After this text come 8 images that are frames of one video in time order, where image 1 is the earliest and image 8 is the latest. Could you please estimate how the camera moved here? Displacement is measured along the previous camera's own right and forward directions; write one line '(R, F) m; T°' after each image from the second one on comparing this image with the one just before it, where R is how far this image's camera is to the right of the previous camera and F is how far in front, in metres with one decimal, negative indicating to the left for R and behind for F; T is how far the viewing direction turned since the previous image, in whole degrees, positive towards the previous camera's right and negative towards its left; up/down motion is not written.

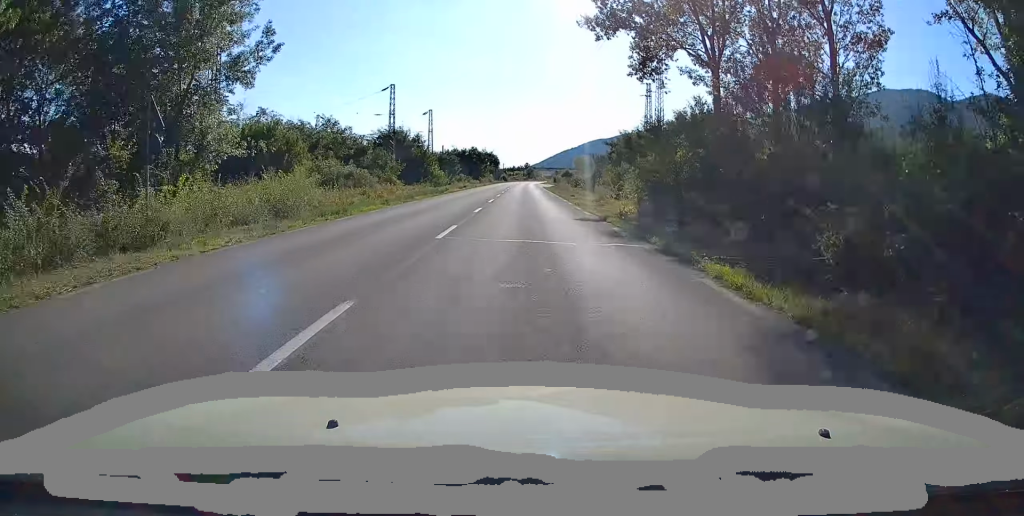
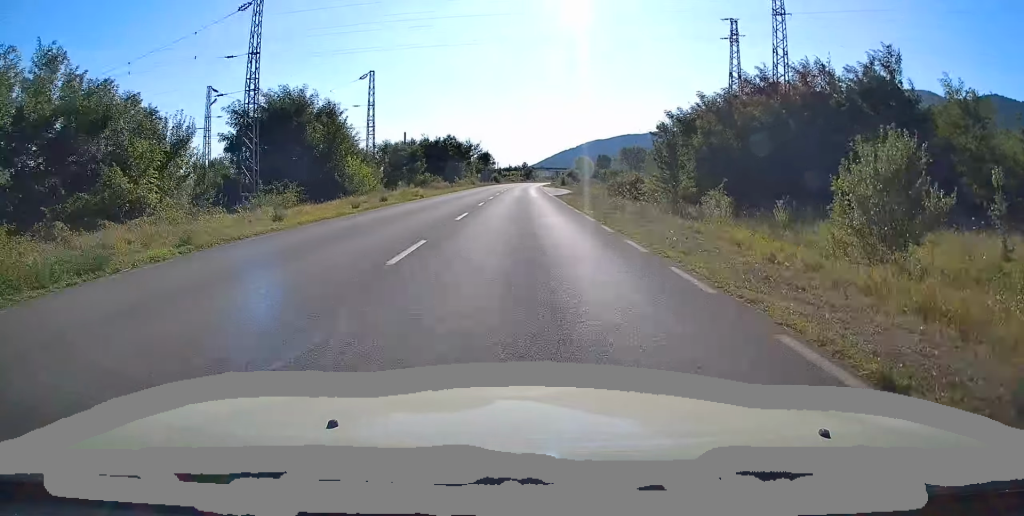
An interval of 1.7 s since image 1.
(-0.5, +39.5) m; 0°
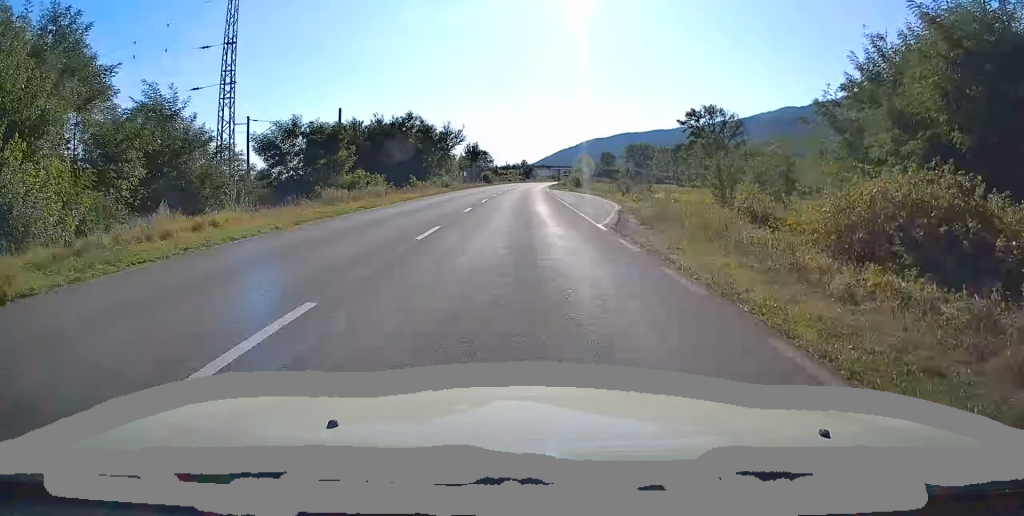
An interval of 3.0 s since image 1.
(+0.1, +32.5) m; -1°
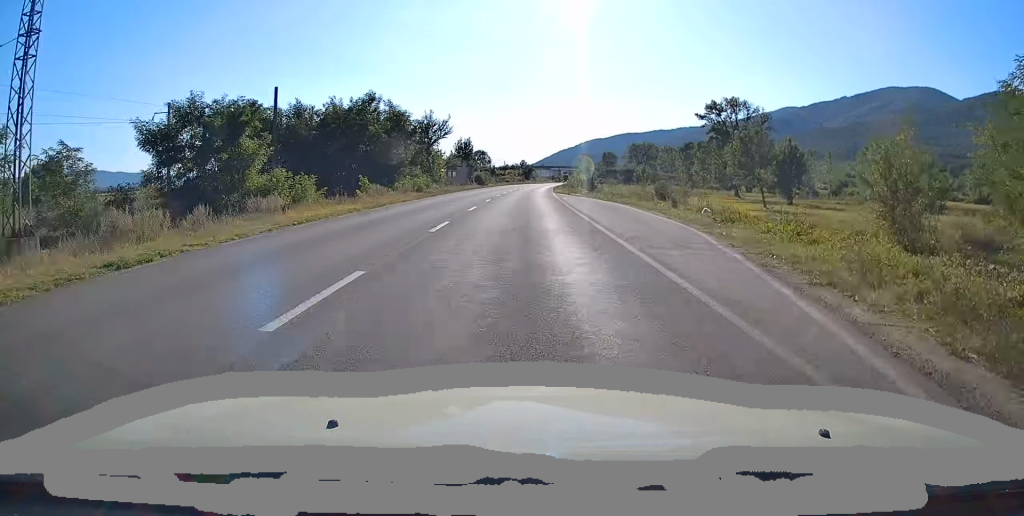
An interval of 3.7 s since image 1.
(-0.3, +16.0) m; 0°
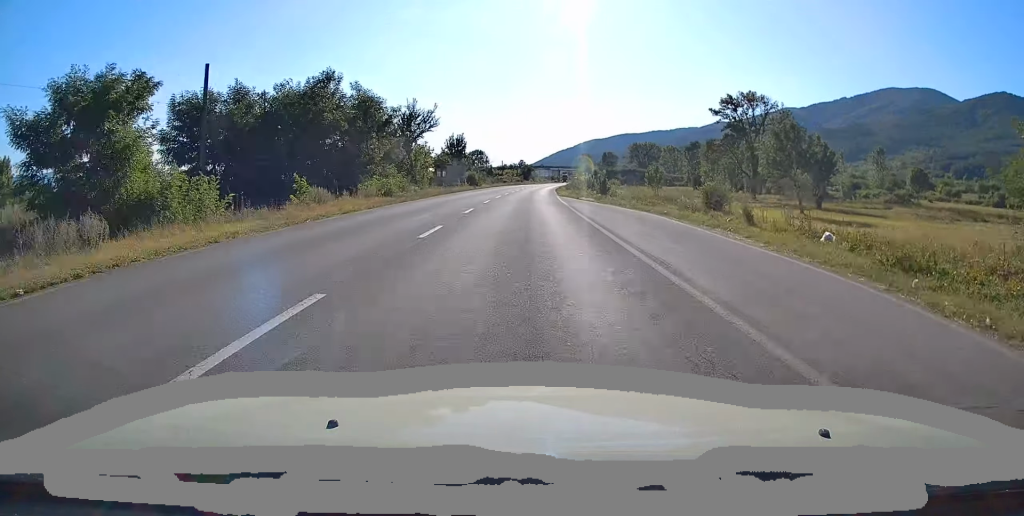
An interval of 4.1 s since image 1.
(-0.2, +10.4) m; 0°
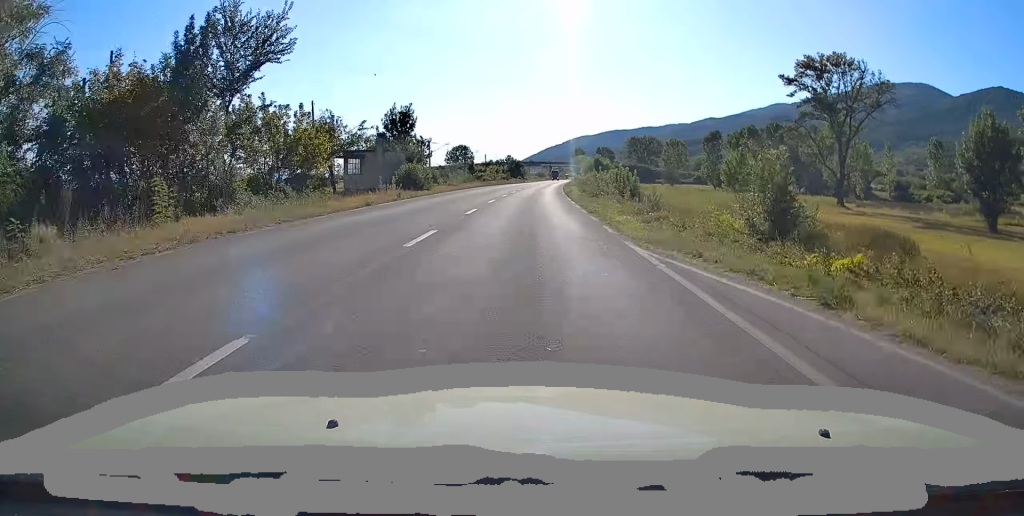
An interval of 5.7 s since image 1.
(+0.9, +37.7) m; +1°
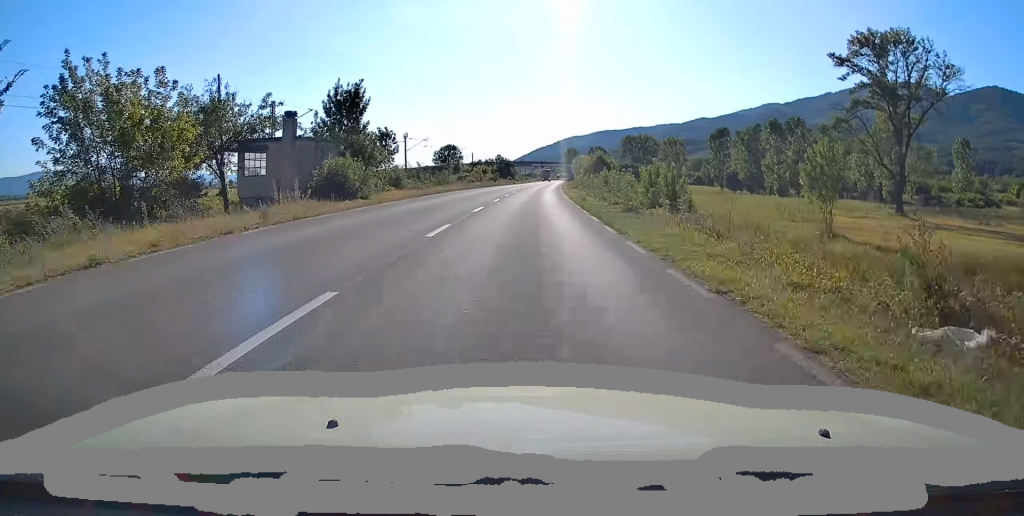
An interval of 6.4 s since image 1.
(0.0, +16.1) m; 0°
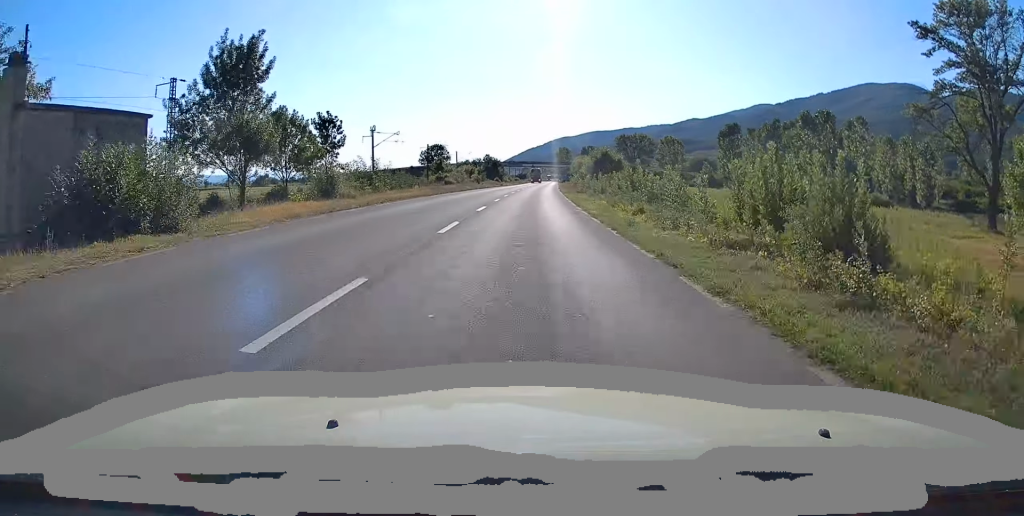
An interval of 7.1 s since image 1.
(+0.2, +16.8) m; +1°
